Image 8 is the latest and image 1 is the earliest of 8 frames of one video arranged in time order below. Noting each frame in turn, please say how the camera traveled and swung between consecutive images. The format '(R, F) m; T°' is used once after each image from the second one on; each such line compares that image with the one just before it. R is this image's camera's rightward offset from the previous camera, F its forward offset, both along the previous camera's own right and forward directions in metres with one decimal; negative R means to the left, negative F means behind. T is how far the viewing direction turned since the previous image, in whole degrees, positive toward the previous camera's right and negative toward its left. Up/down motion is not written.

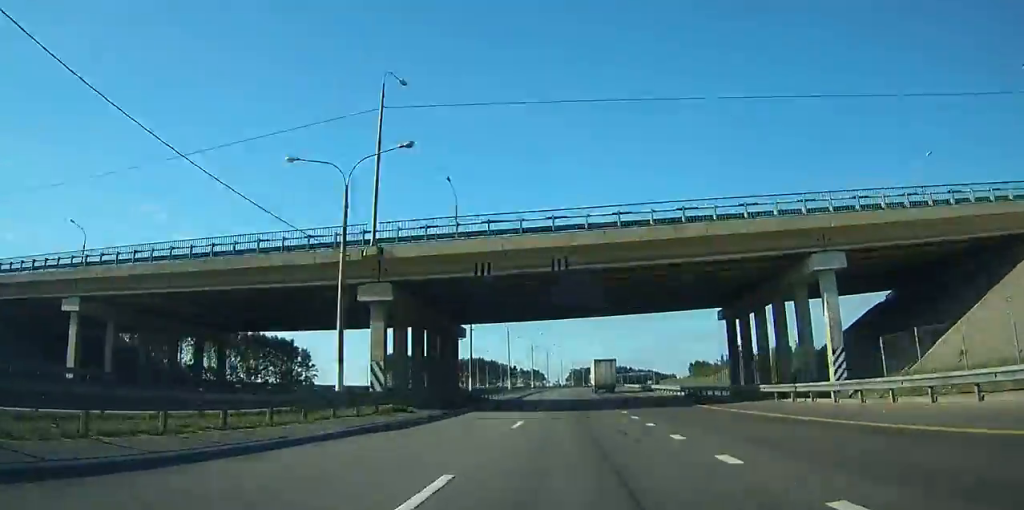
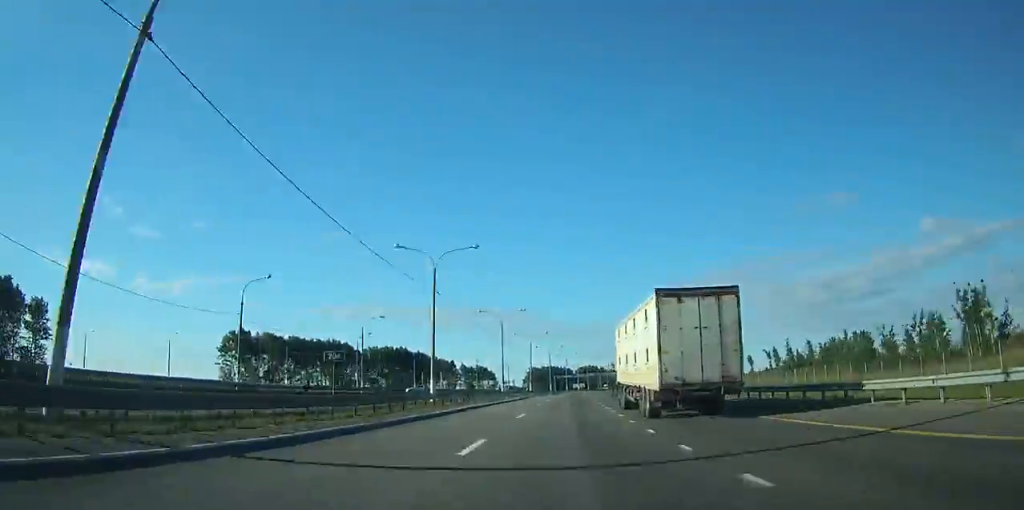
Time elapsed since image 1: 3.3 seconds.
(+2.8, +103.8) m; +4°
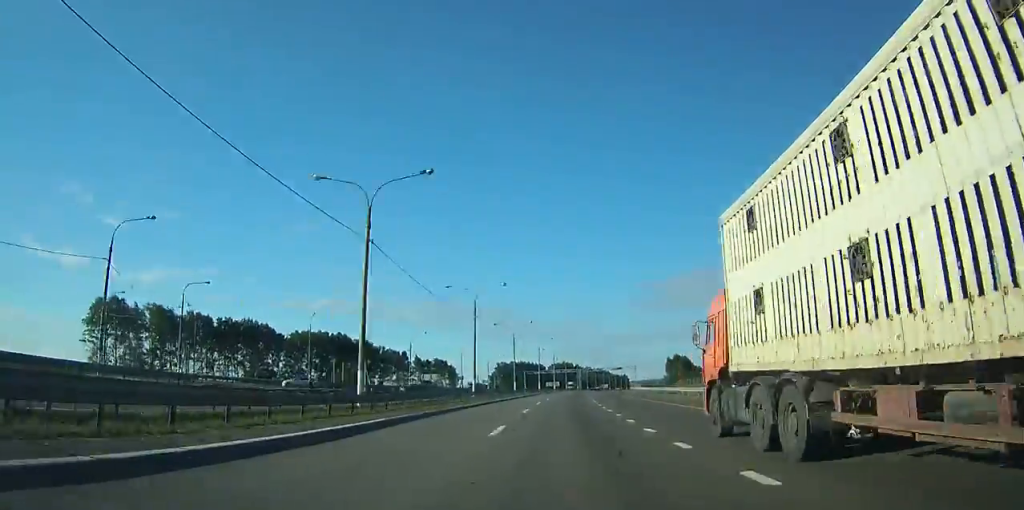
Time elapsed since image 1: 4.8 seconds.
(+0.4, +46.8) m; +2°
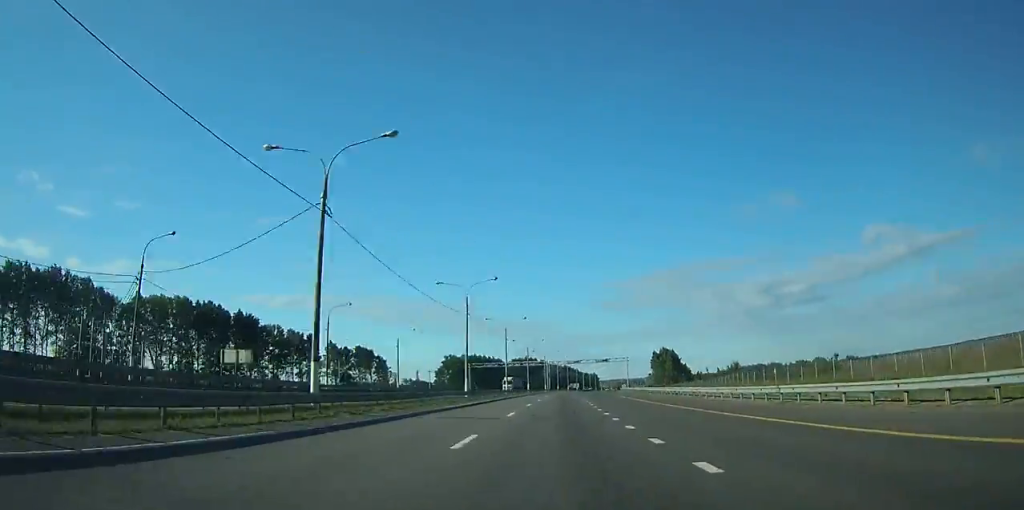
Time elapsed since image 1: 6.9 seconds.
(+2.5, +67.8) m; +3°
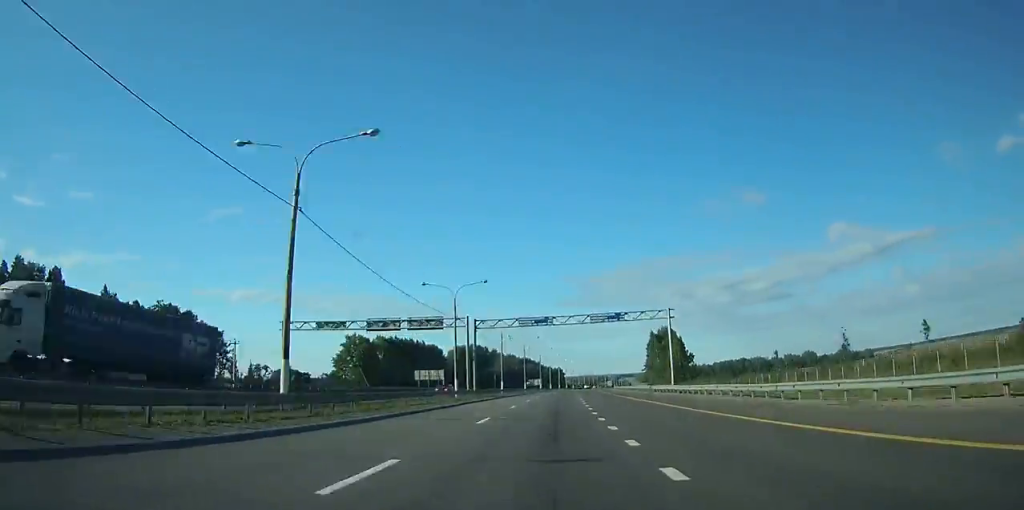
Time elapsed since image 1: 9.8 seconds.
(+3.5, +92.0) m; +4°
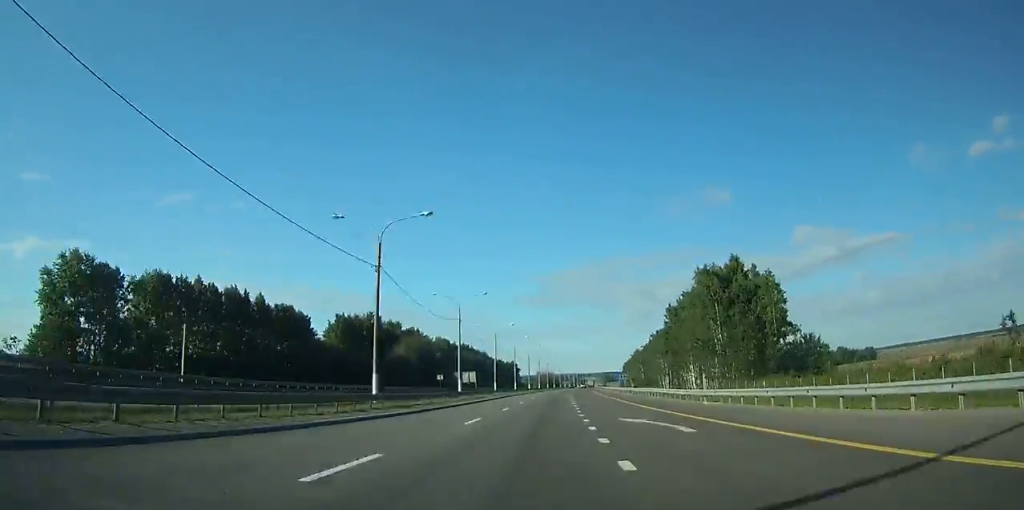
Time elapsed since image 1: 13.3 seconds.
(+3.8, +111.6) m; +4°
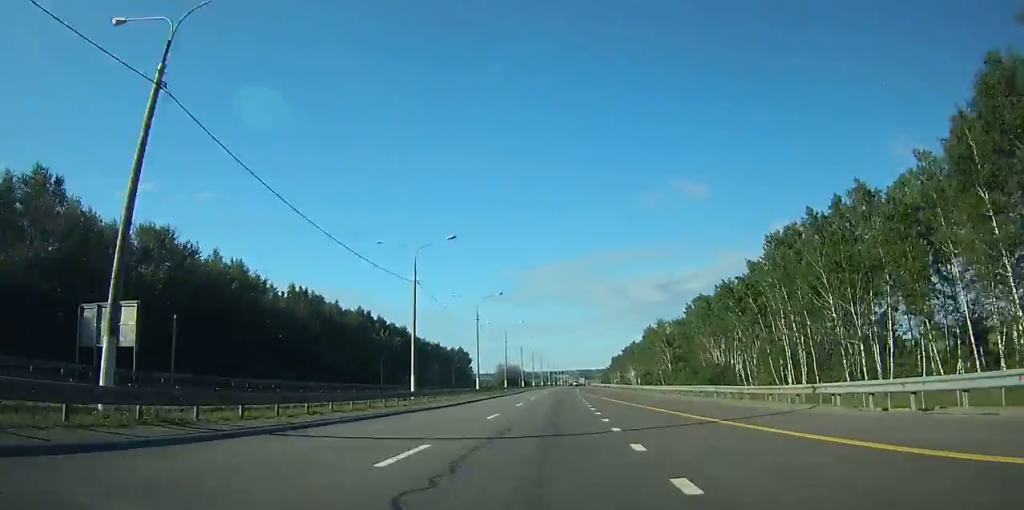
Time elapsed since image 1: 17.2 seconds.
(+3.3, +115.9) m; +3°
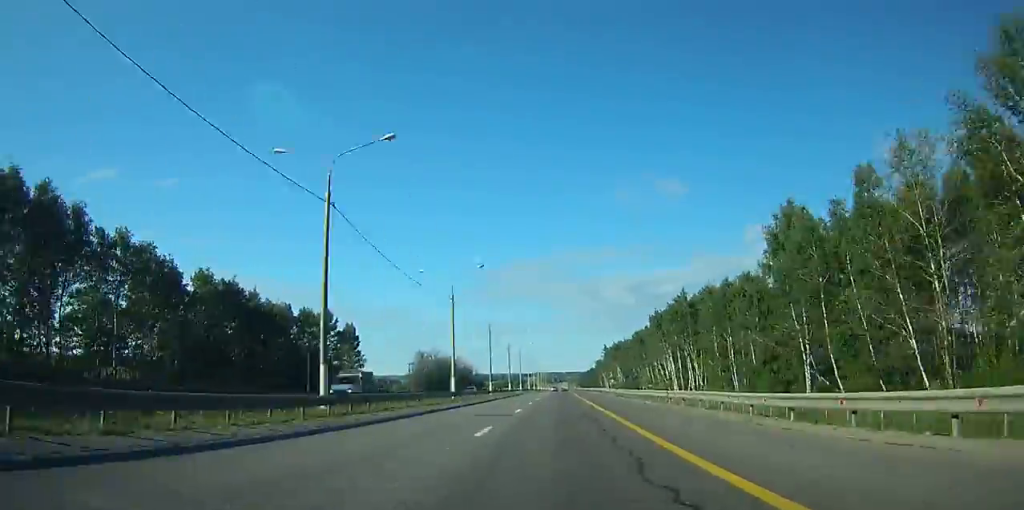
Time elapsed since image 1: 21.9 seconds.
(+3.4, +129.5) m; +2°
